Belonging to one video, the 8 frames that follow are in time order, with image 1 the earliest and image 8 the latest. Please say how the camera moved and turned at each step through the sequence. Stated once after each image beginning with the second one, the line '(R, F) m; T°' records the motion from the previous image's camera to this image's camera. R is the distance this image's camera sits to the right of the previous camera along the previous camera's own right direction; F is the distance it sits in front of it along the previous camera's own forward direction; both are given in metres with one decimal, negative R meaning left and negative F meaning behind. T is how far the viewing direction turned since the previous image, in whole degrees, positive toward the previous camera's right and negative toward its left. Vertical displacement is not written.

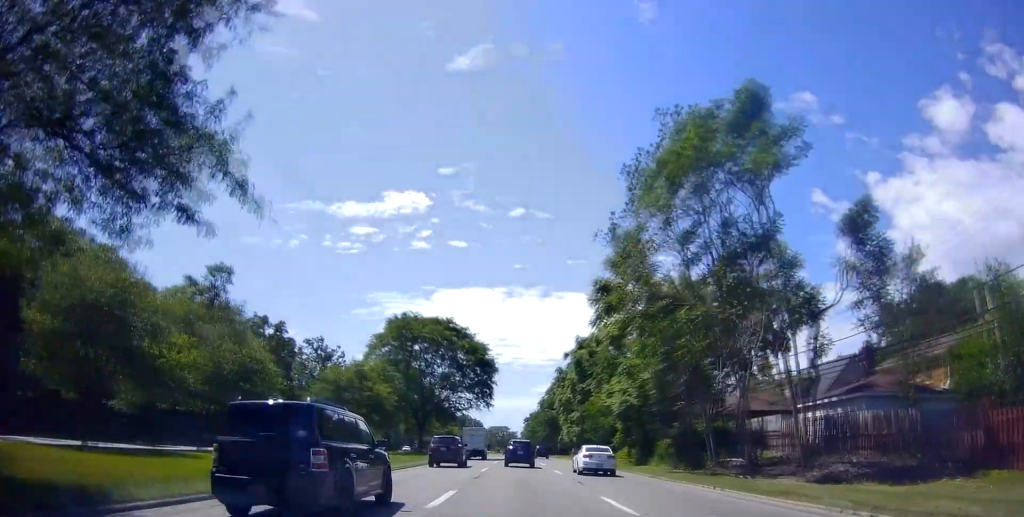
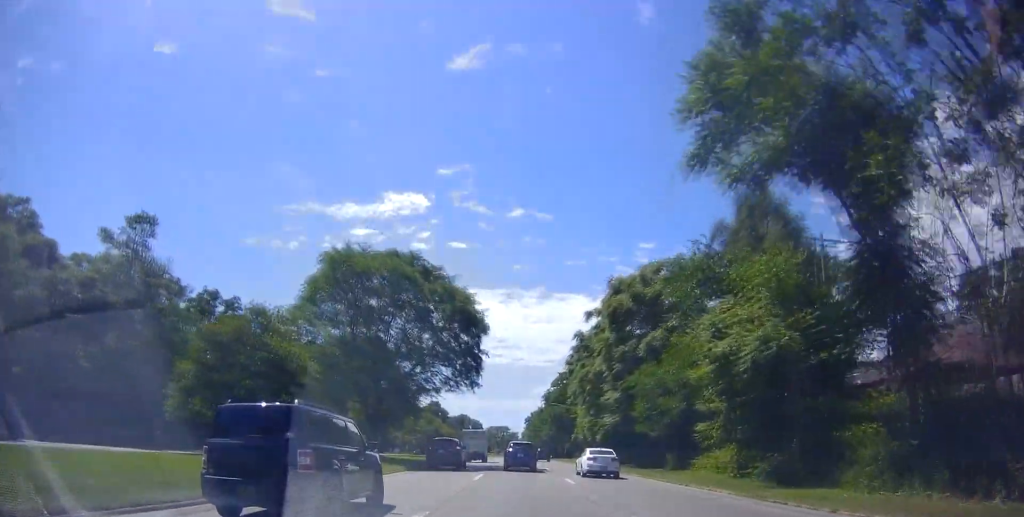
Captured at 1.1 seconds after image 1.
(0.0, +22.5) m; -1°
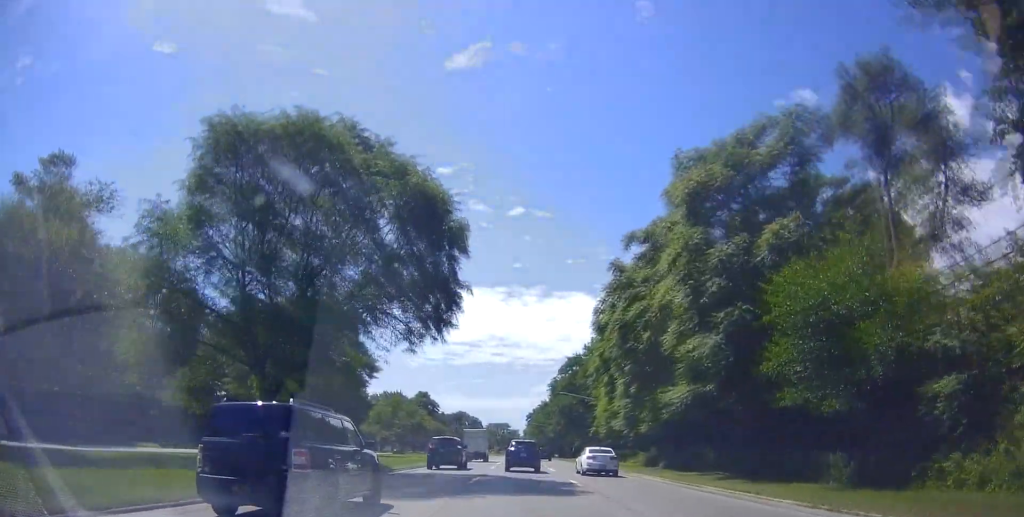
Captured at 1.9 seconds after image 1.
(-0.3, +18.2) m; -1°
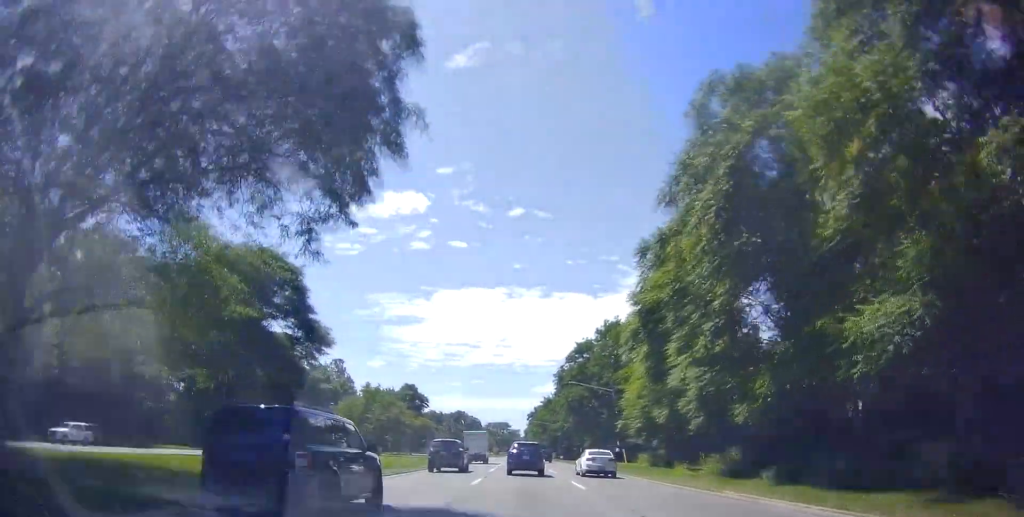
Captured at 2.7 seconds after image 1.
(-0.1, +15.4) m; 0°
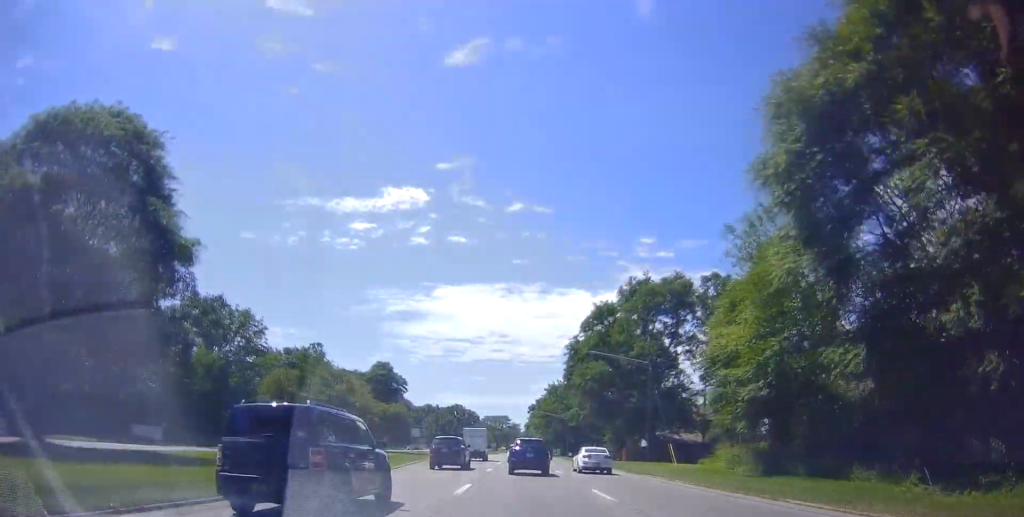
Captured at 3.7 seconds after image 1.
(+0.2, +21.0) m; 0°
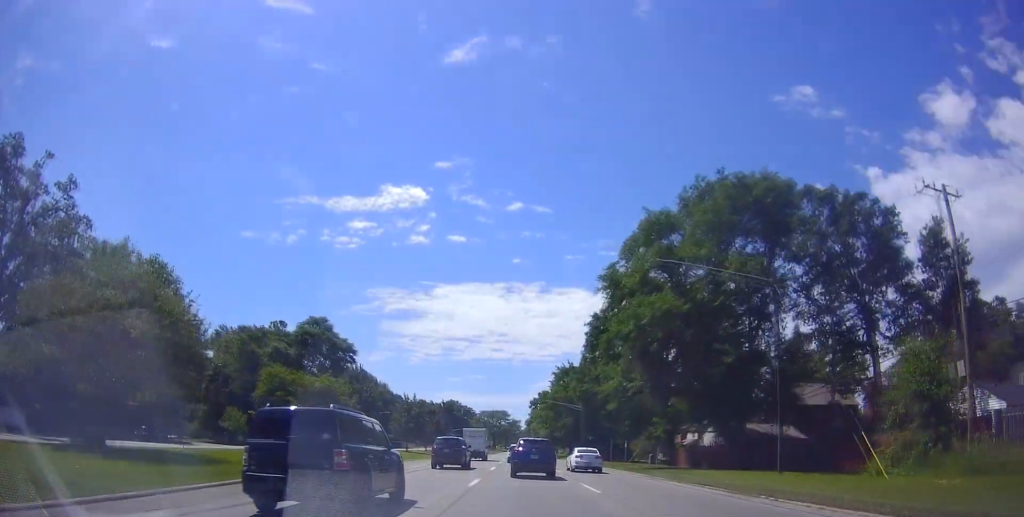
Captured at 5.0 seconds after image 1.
(-0.2, +28.5) m; -2°
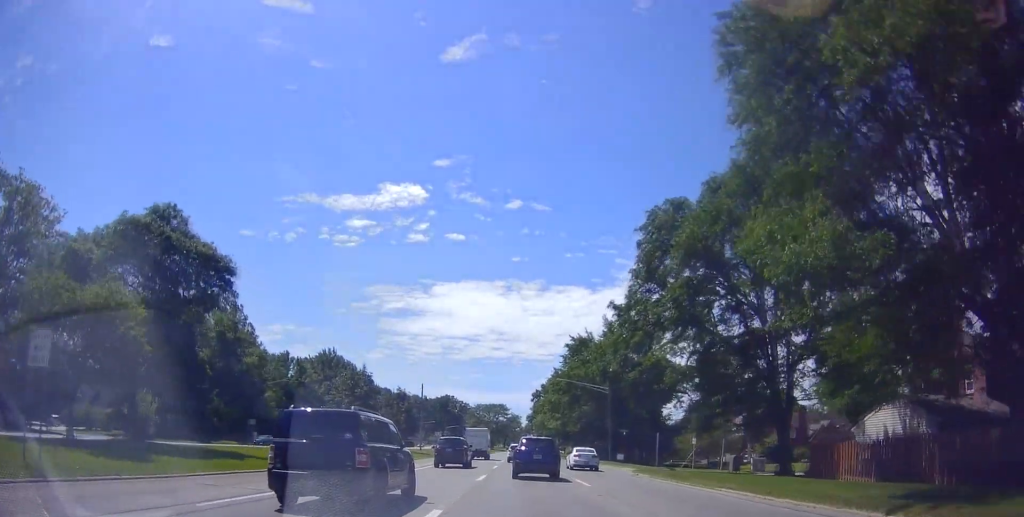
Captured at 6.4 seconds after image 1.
(-0.1, +27.6) m; +1°
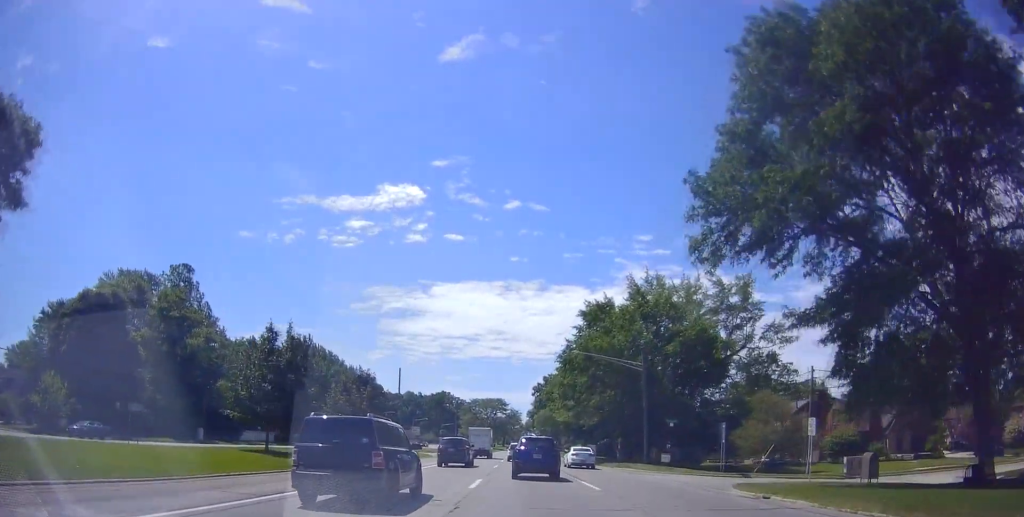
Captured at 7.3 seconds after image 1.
(+0.4, +18.4) m; 0°
